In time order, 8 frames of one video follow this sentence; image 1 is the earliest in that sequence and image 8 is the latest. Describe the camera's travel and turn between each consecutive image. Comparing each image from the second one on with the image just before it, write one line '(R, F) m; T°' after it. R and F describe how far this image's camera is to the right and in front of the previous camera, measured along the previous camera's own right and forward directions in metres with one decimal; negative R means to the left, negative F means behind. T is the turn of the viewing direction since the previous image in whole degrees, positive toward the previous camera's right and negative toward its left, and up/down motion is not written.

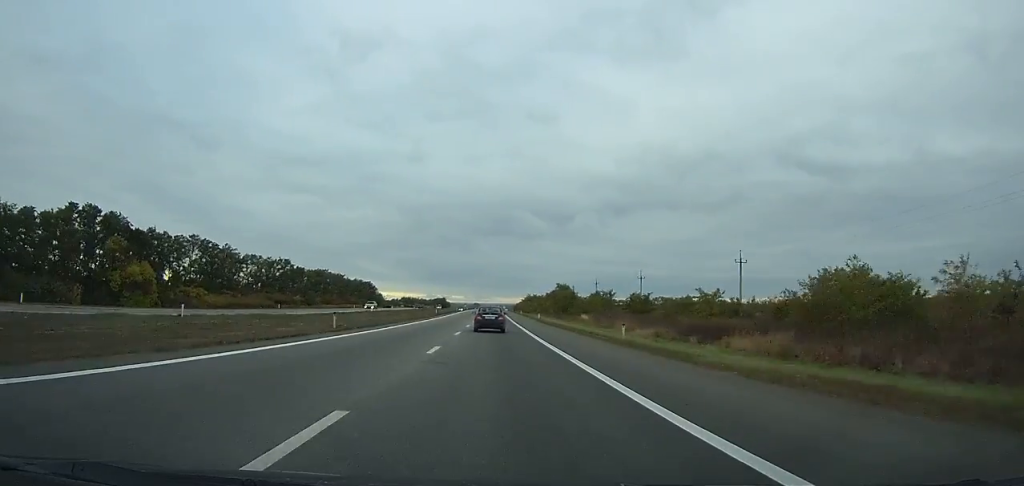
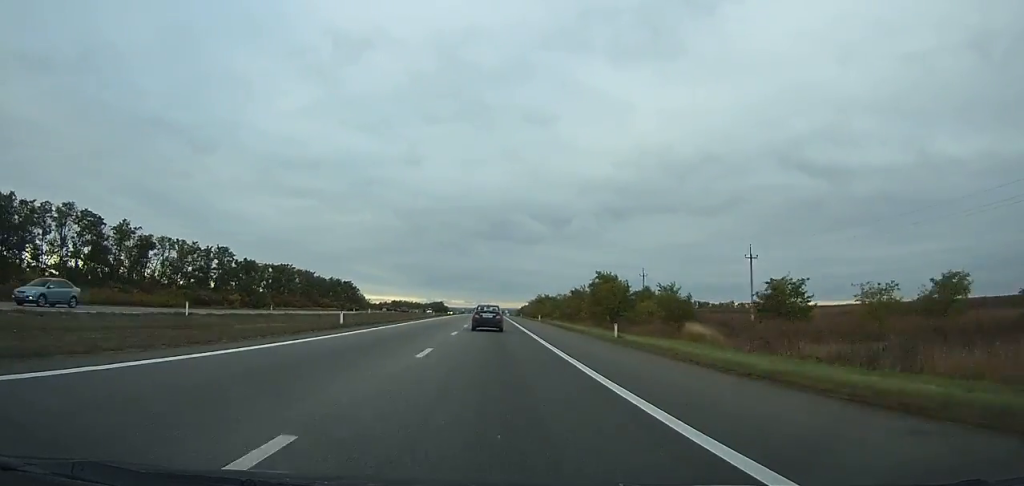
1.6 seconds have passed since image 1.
(0.0, +48.9) m; 0°
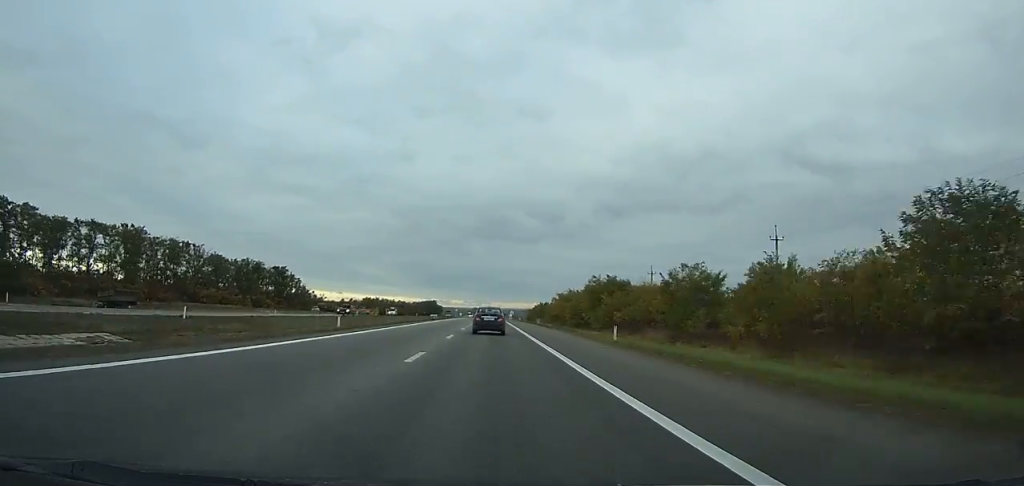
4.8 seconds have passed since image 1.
(0.0, +96.6) m; 0°
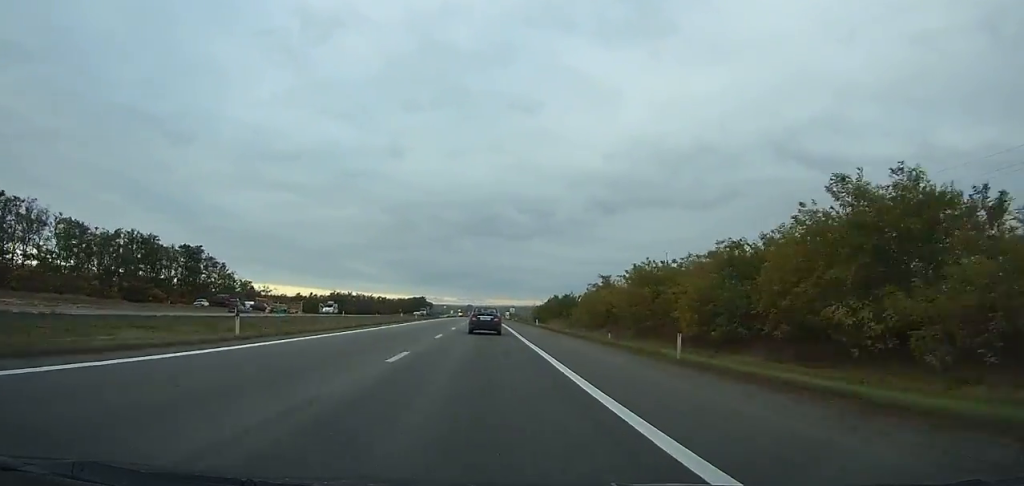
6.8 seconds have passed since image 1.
(0.0, +59.5) m; 0°
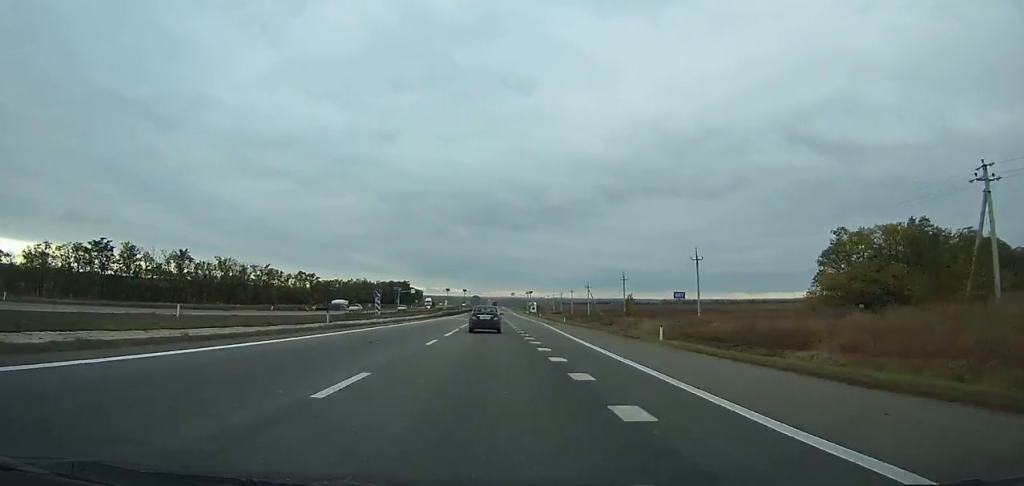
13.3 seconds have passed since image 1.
(-1.2, +187.7) m; -1°
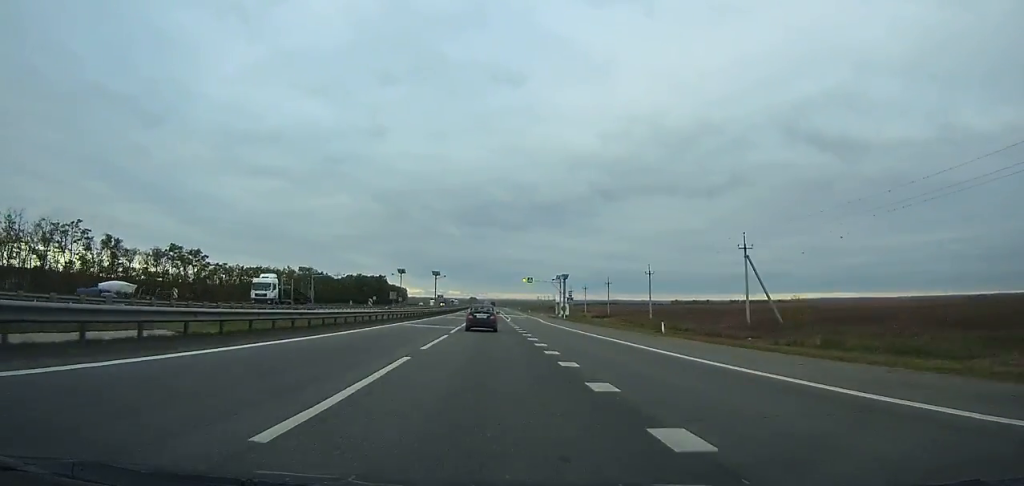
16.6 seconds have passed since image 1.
(+0.1, +93.6) m; 0°
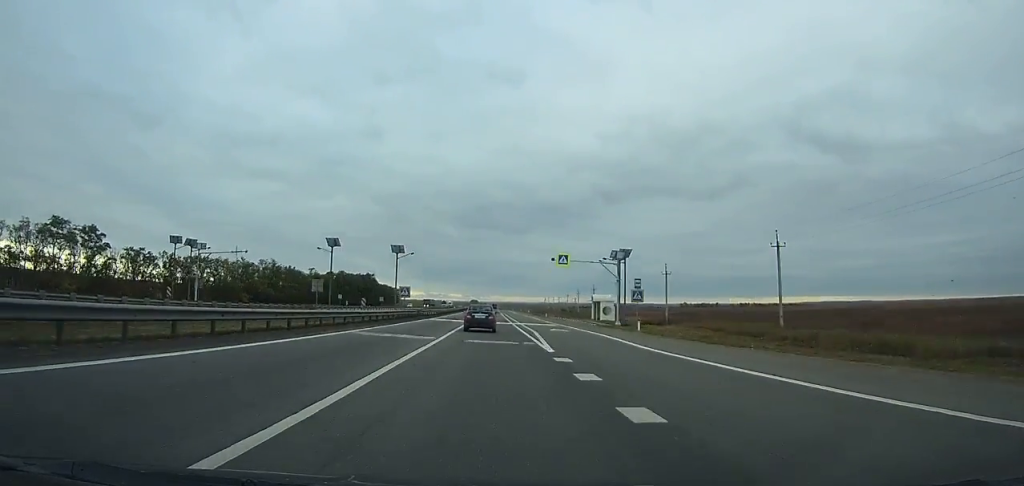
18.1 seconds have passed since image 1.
(0.0, +42.4) m; 0°
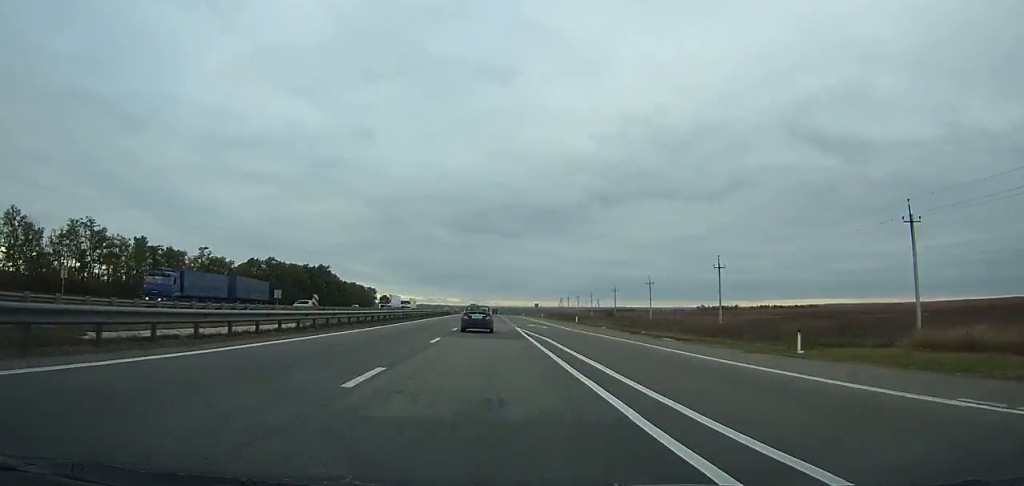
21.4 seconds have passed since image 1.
(+0.2, +93.1) m; 0°
